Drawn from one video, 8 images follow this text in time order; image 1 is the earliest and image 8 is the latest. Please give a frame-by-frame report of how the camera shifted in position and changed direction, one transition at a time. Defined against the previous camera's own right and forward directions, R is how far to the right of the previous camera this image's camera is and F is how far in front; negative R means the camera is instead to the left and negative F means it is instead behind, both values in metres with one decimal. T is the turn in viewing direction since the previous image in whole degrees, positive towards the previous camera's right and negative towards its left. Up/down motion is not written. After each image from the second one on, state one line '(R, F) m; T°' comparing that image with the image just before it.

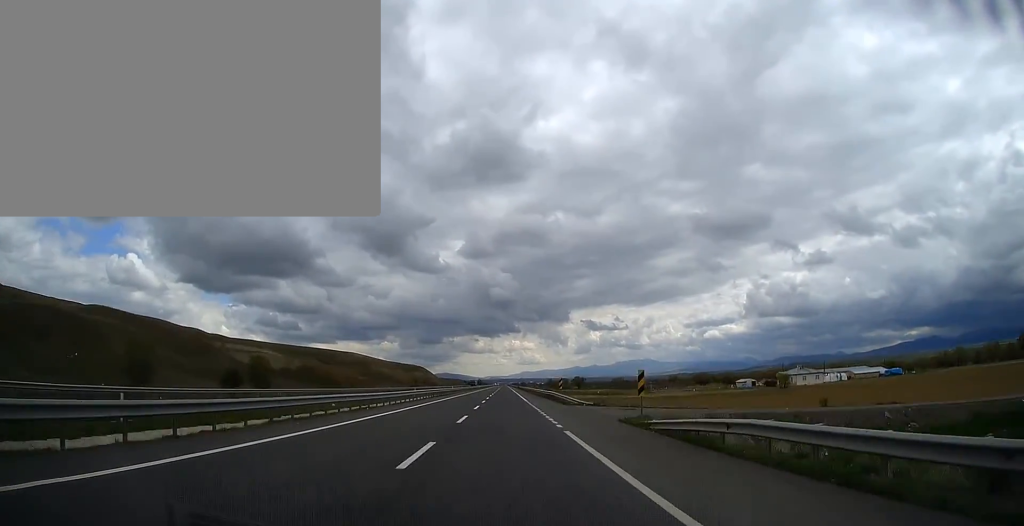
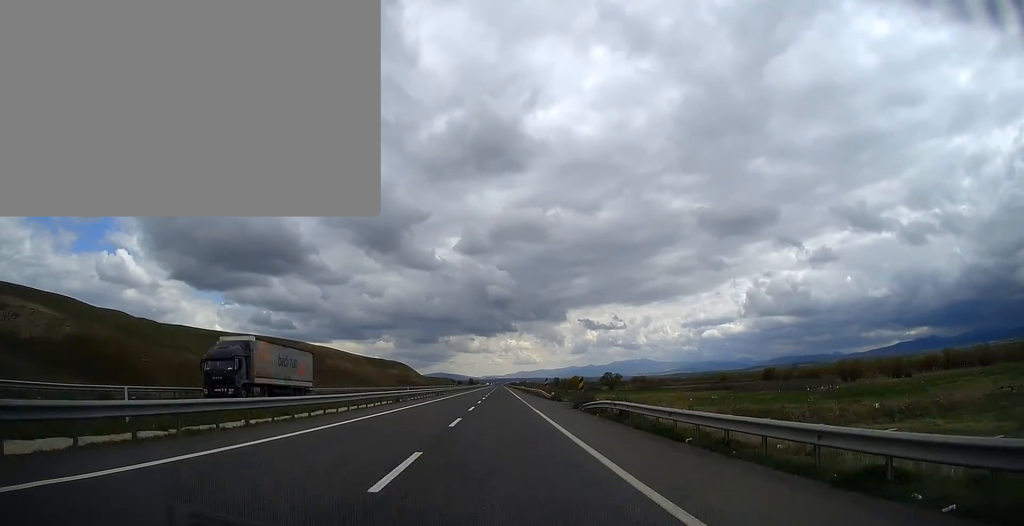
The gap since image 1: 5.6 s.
(0.0, +163.9) m; 0°
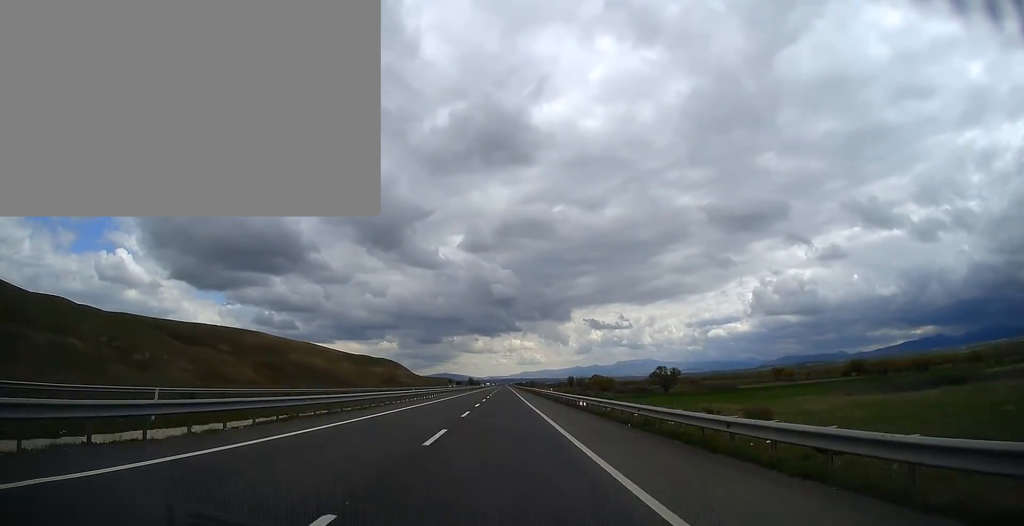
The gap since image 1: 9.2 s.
(0.0, +105.4) m; 0°
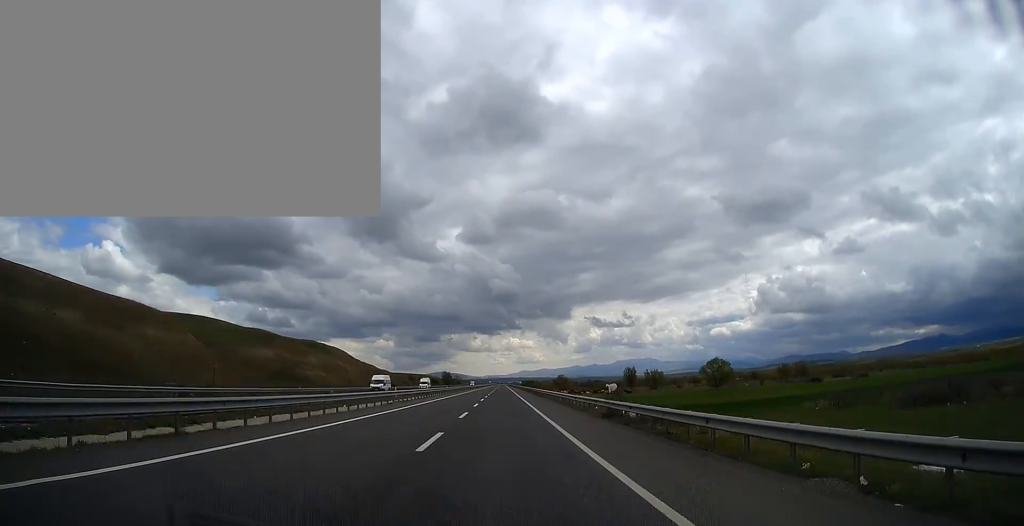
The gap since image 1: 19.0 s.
(-0.2, +287.2) m; 0°
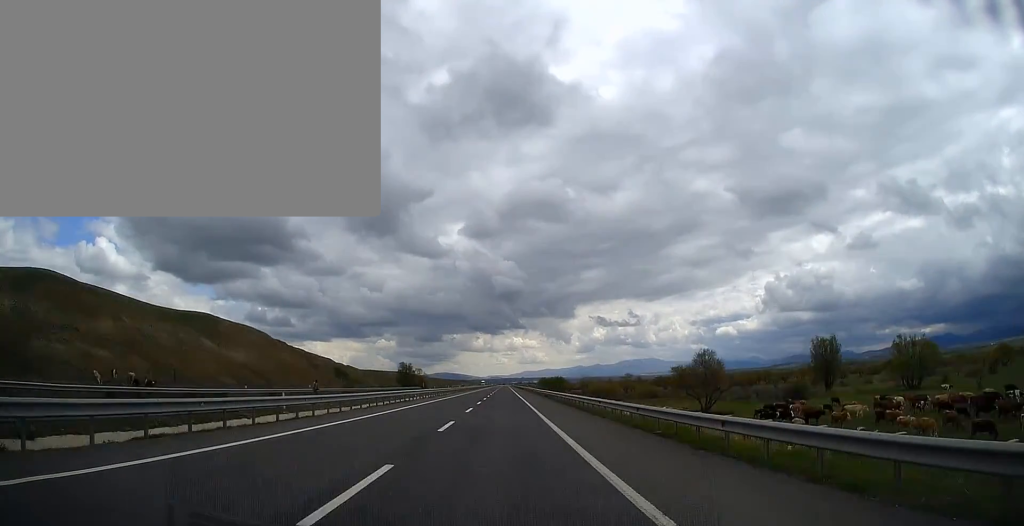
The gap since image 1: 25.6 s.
(0.0, +191.1) m; 0°
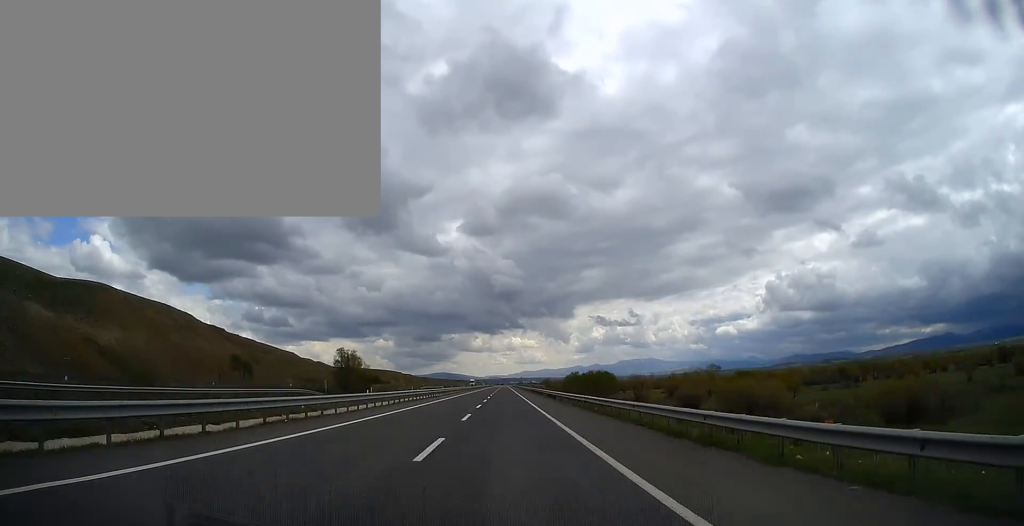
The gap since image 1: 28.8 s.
(-0.1, +92.7) m; 0°
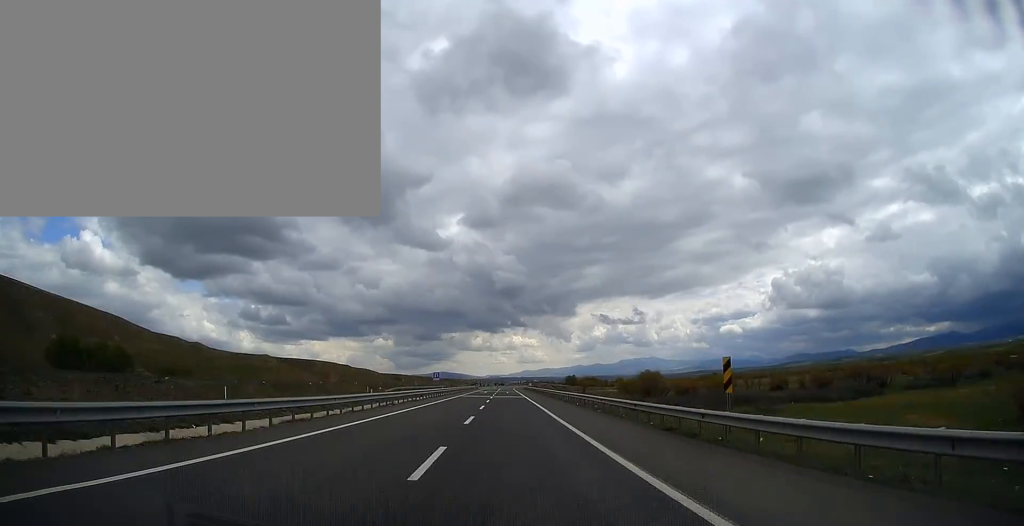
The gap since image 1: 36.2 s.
(+1.2, +152.8) m; +1°
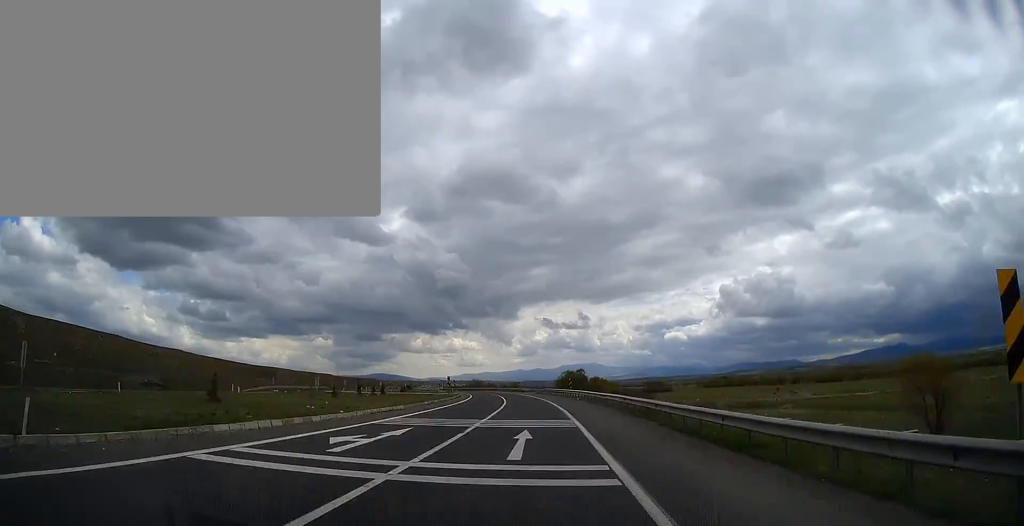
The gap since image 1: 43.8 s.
(+2.0, +273.4) m; -1°
